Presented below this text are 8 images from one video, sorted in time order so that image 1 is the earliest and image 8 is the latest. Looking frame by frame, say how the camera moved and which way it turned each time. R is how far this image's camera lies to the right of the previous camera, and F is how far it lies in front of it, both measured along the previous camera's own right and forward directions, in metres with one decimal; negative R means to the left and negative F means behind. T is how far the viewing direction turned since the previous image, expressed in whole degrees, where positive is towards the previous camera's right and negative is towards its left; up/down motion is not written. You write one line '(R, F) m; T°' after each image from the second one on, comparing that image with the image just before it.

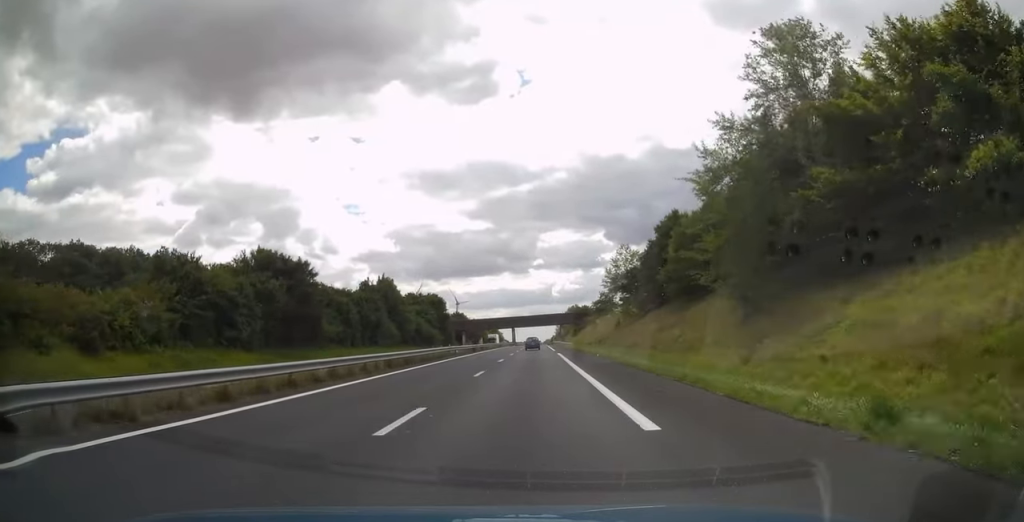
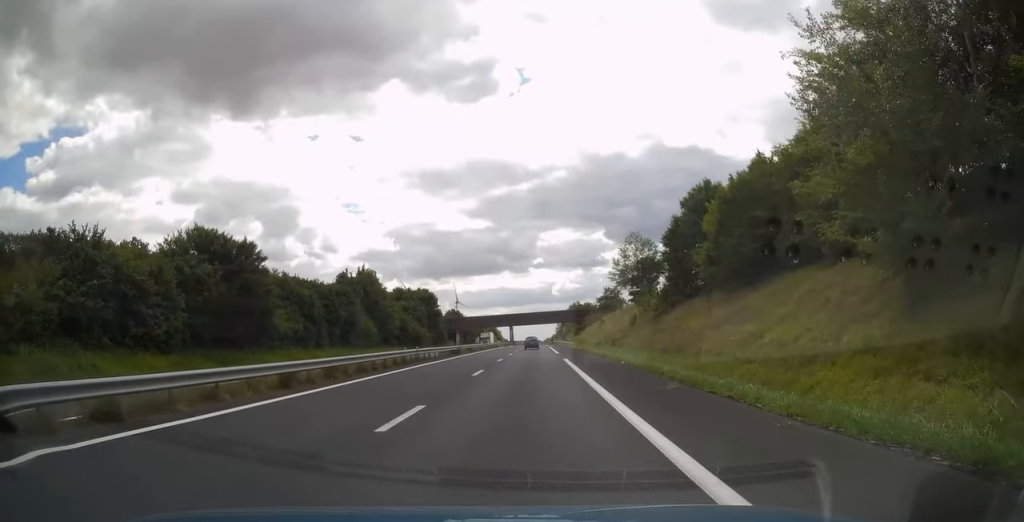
(-0.2, +12.2) m; 0°
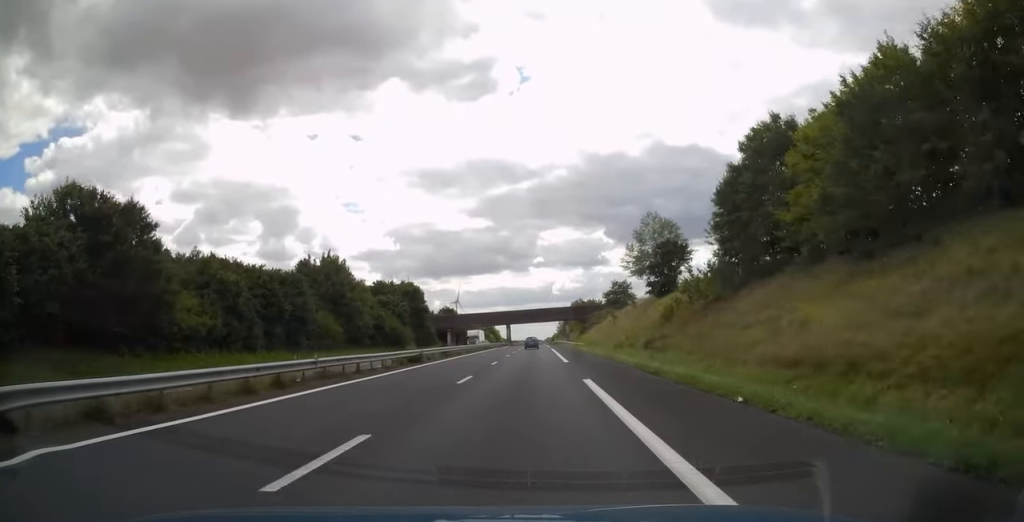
(+0.4, +16.1) m; 0°
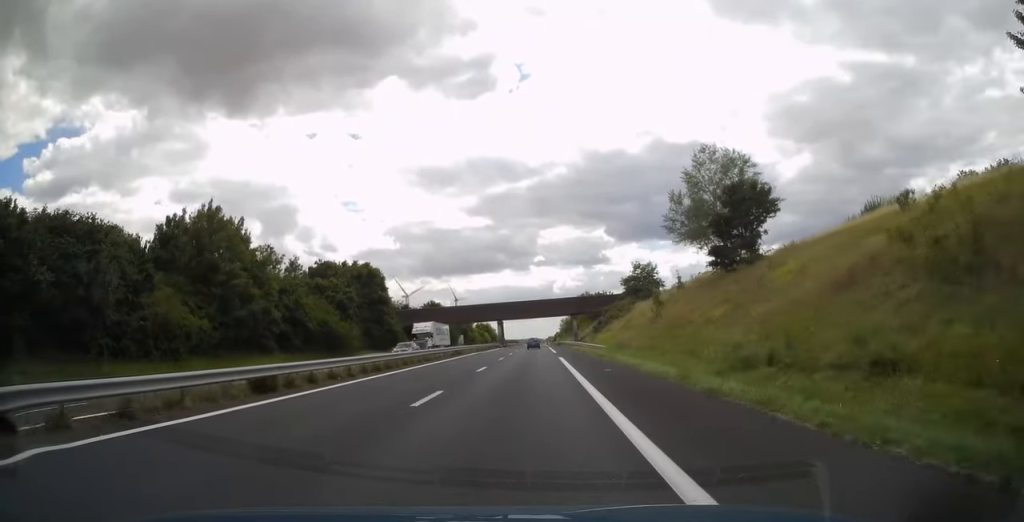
(-0.2, +30.9) m; -1°
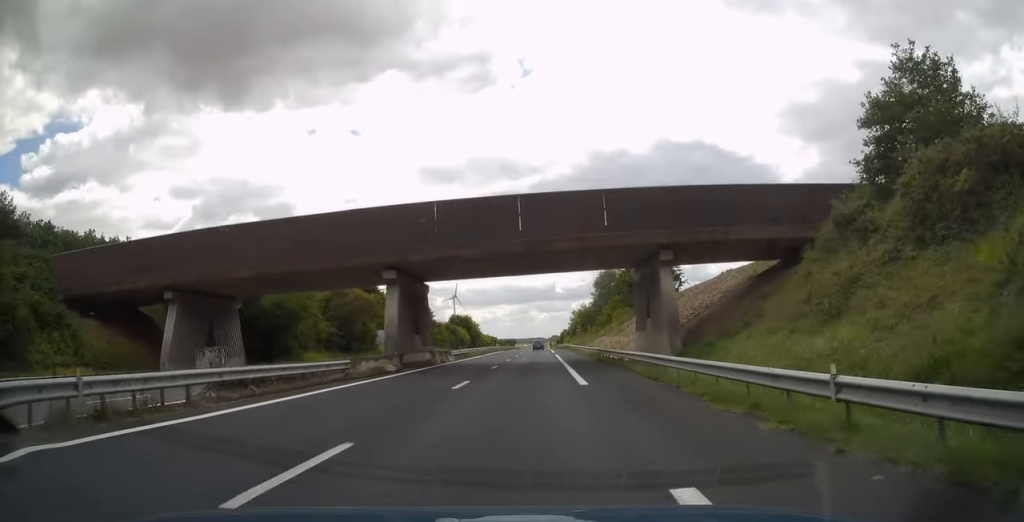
(+0.5, +83.2) m; +1°
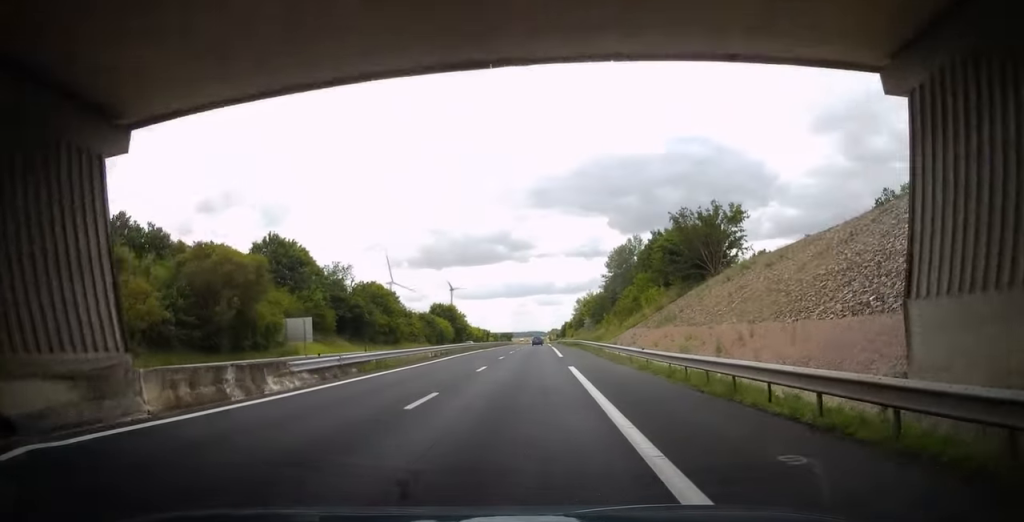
(0.0, +31.0) m; 0°
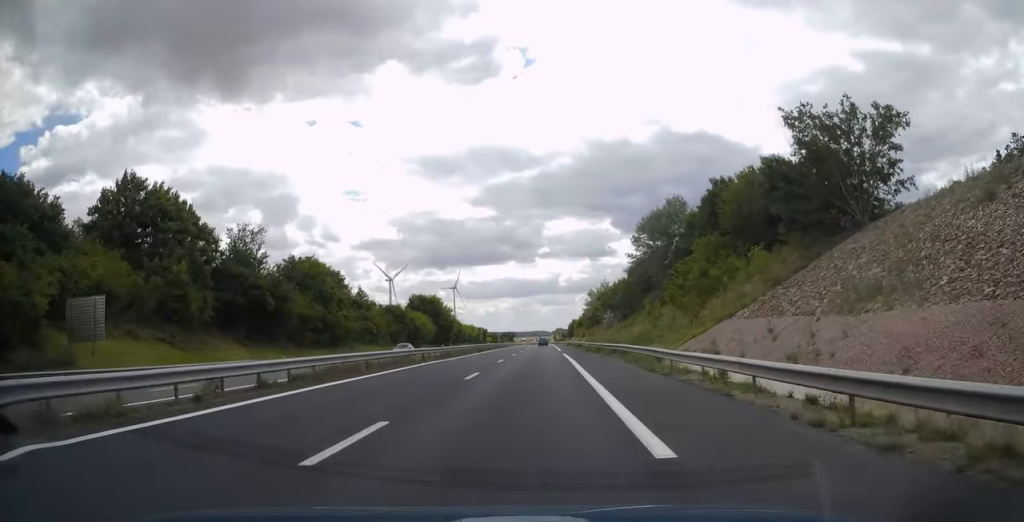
(-0.3, +30.6) m; 0°
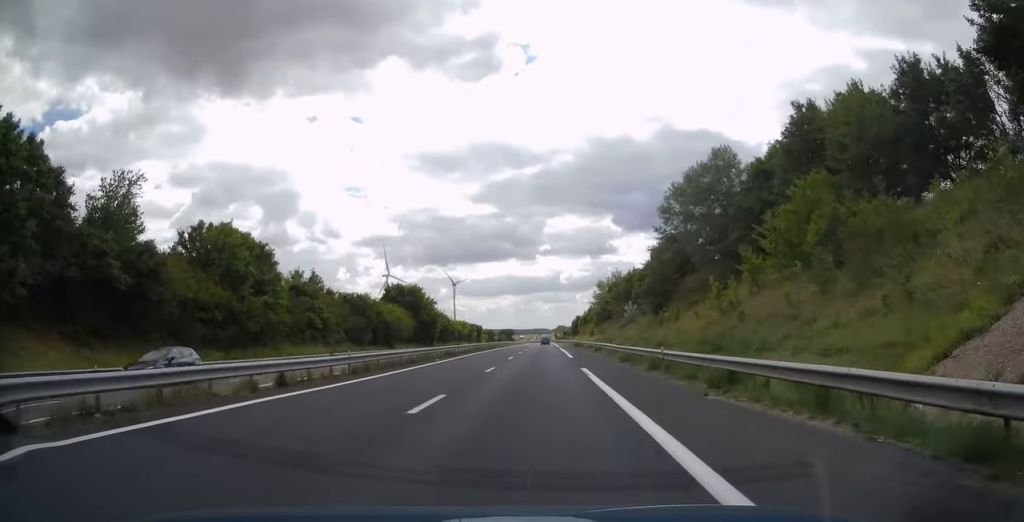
(-0.1, +20.7) m; 0°
